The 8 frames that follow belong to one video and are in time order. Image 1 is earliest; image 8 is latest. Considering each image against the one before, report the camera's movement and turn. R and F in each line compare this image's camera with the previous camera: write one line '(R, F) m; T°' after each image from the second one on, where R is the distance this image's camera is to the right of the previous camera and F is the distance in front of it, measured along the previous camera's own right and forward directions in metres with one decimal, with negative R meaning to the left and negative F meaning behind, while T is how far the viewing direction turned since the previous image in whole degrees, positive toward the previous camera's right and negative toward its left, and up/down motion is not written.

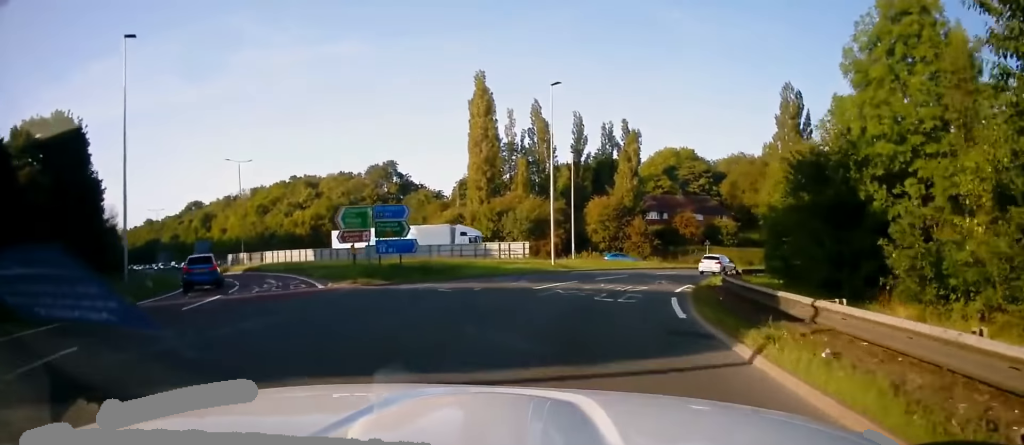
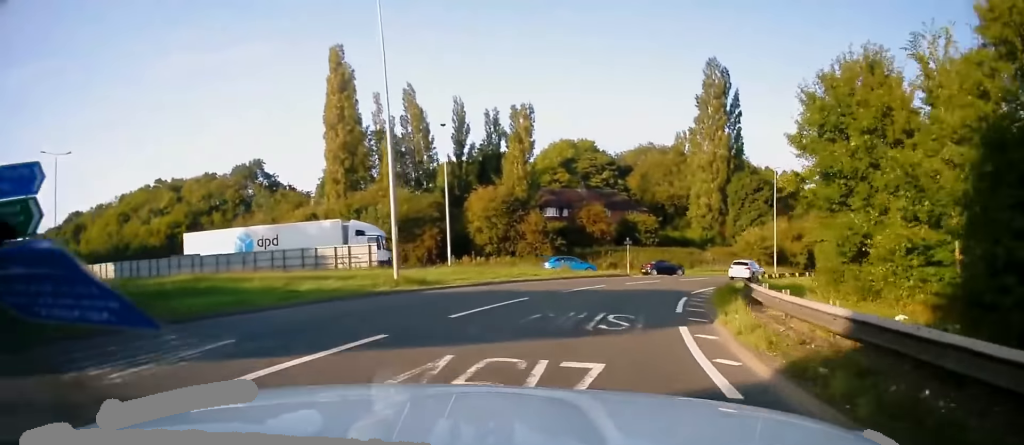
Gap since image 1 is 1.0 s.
(+0.8, +16.1) m; +8°
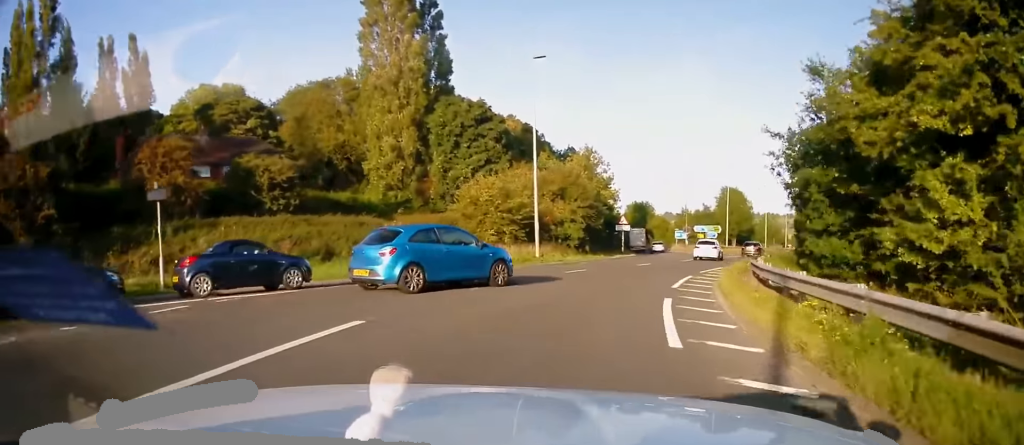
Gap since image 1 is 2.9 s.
(+6.6, +33.3) m; +24°
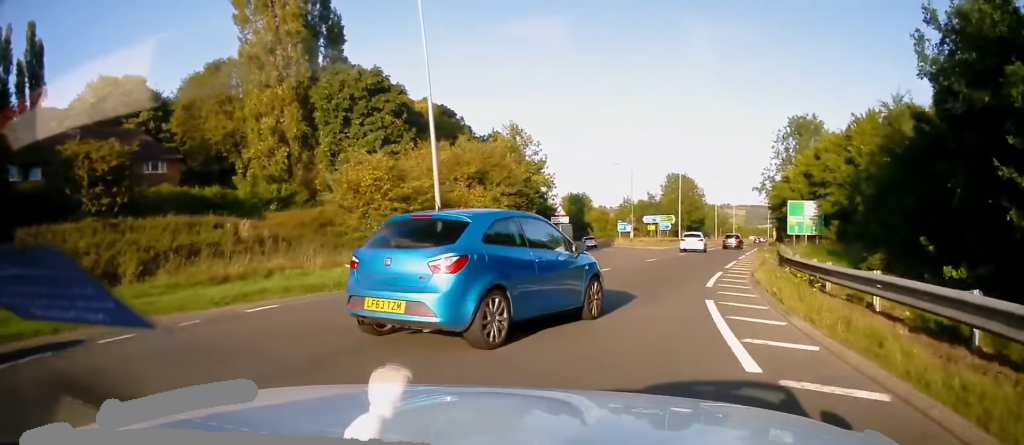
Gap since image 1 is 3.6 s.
(+1.0, +9.7) m; +6°
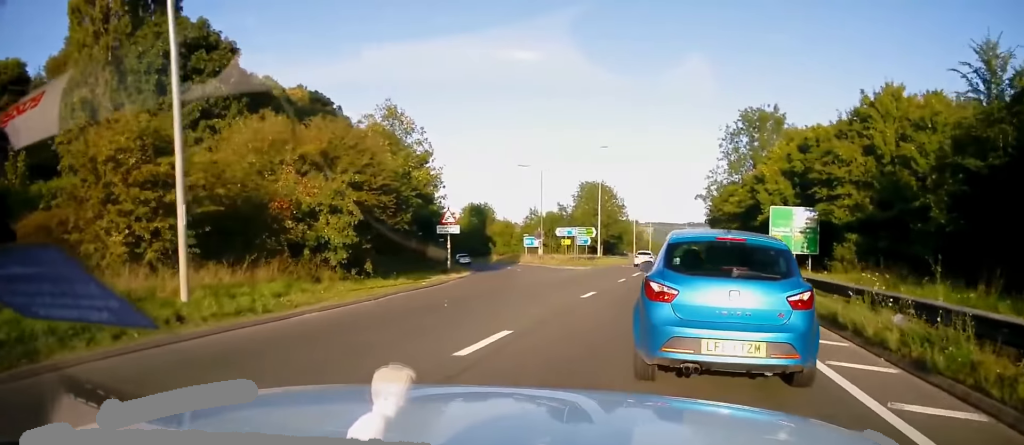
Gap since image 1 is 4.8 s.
(+1.2, +14.3) m; +10°
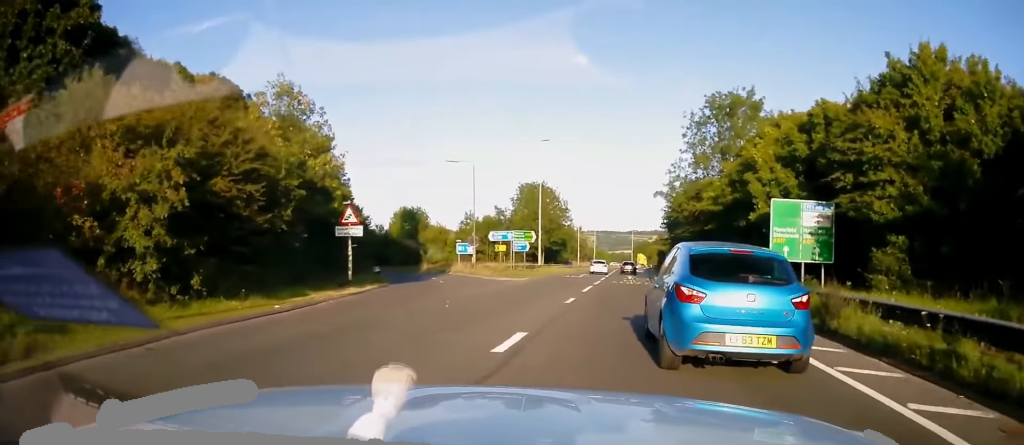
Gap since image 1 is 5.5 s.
(+0.5, +8.1) m; +5°
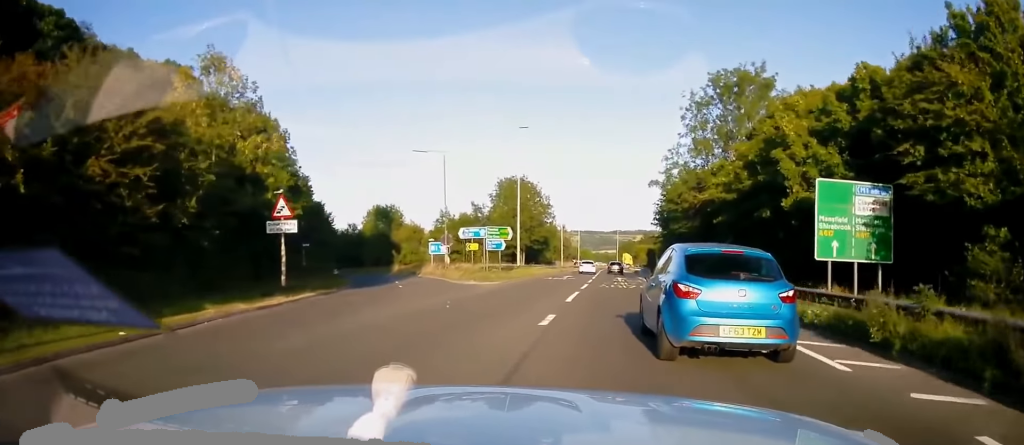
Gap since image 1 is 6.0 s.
(+0.1, +5.4) m; +3°
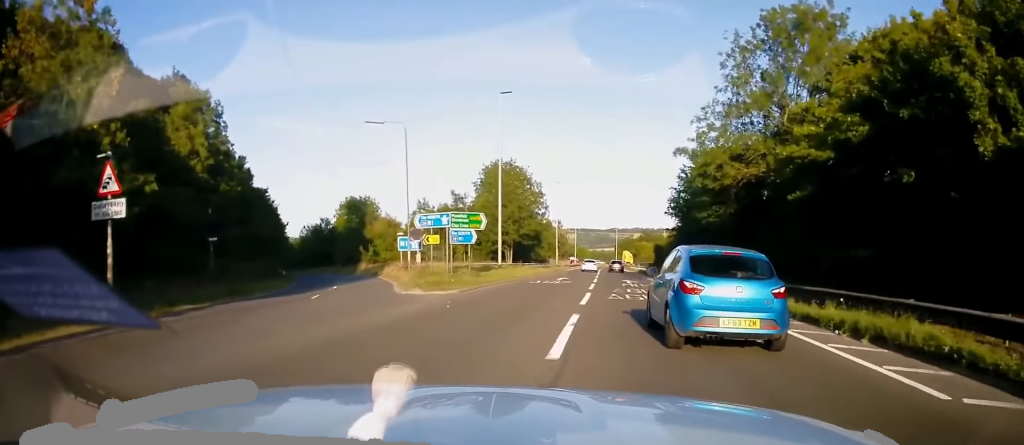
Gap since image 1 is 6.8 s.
(+0.4, +10.1) m; +2°
